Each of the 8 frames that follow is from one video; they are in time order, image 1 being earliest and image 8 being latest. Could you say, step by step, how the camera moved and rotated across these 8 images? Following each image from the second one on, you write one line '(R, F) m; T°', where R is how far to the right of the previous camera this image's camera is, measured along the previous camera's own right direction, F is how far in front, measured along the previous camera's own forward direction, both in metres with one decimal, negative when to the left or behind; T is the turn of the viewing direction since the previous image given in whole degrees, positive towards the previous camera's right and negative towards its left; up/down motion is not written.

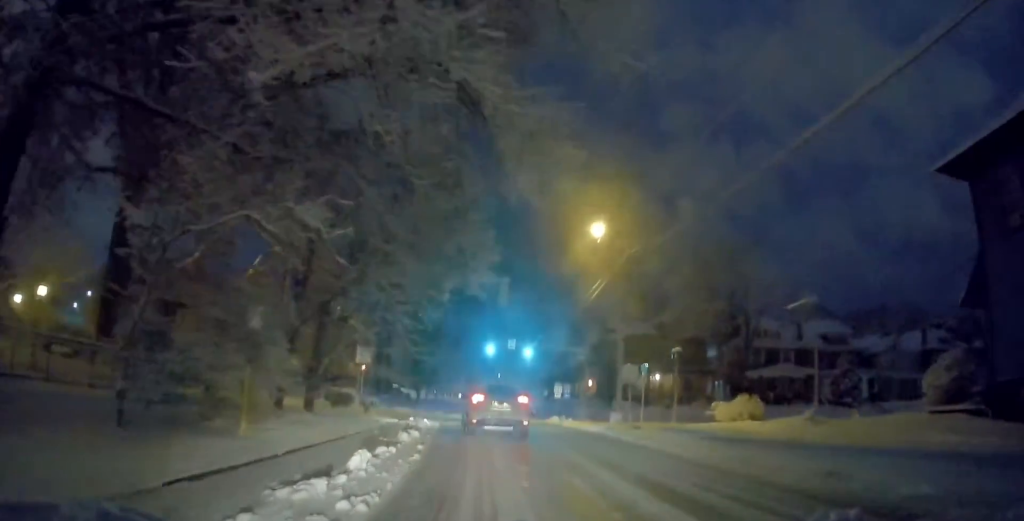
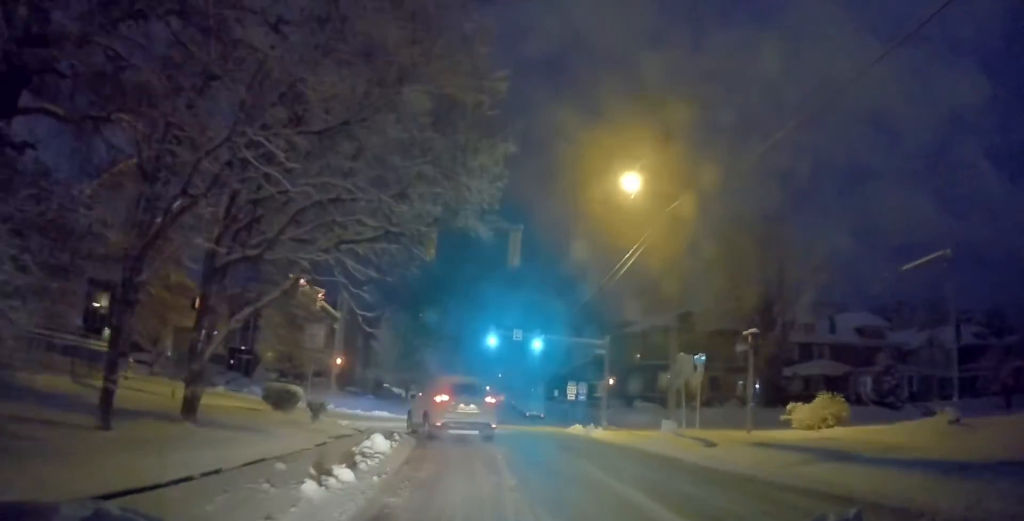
(+0.5, +7.9) m; -2°
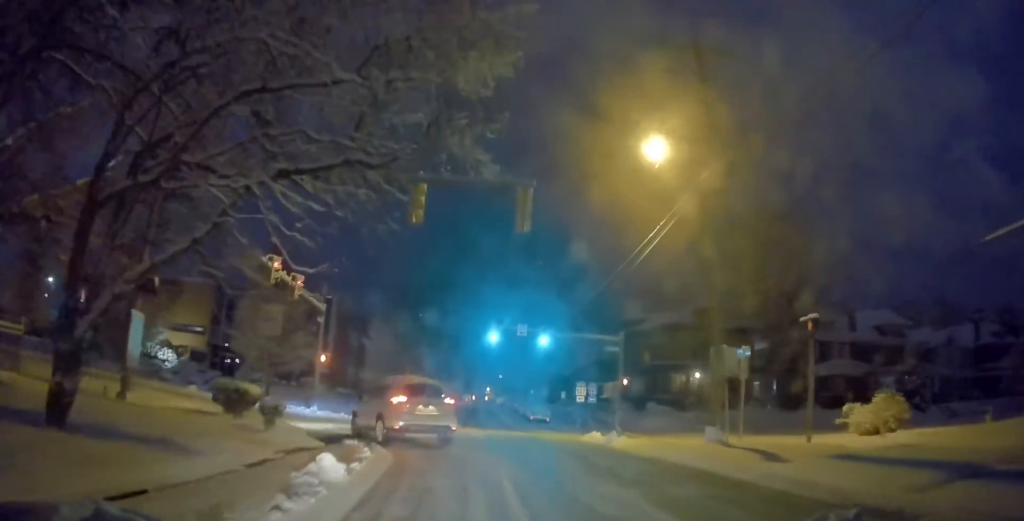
(-0.5, +4.0) m; -3°
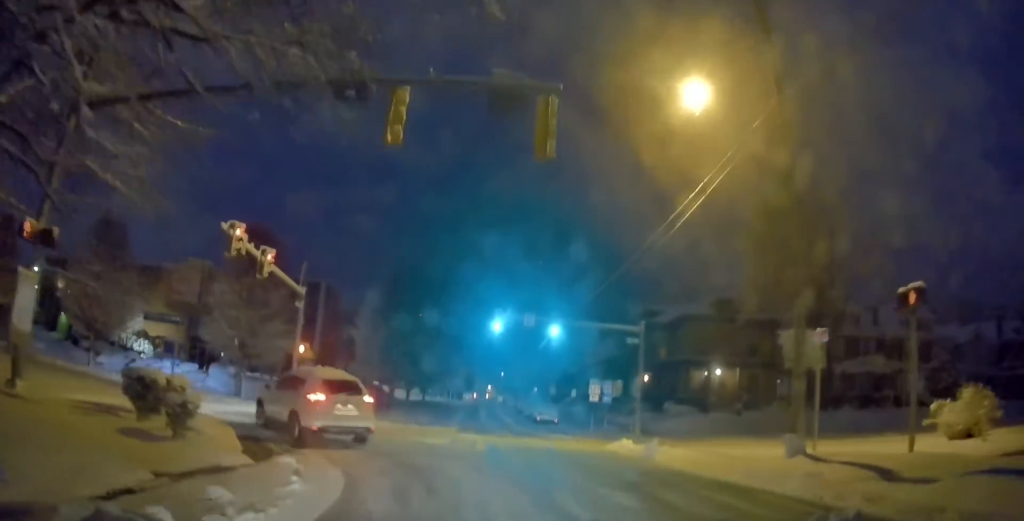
(+0.1, +4.5) m; -1°
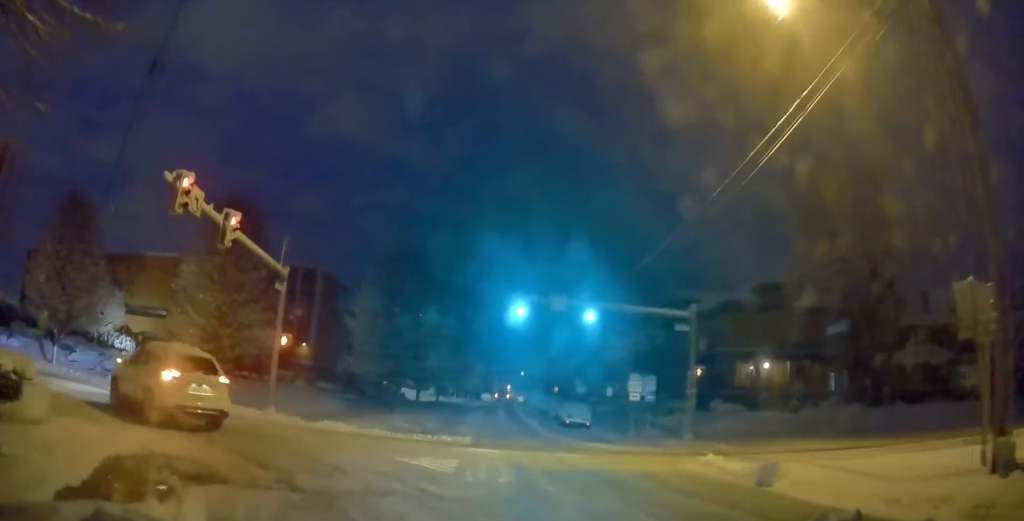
(-0.1, +5.6) m; +2°
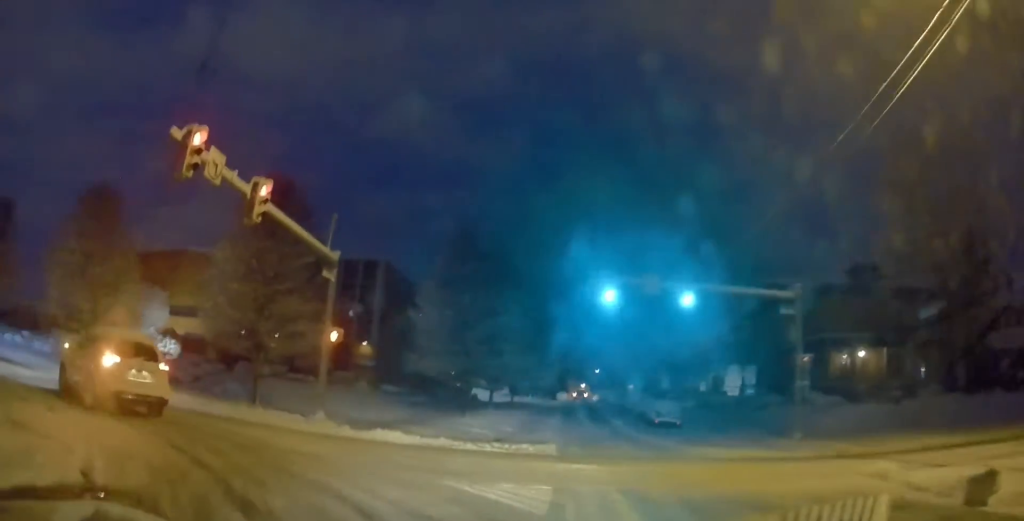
(0.0, +3.6) m; -2°
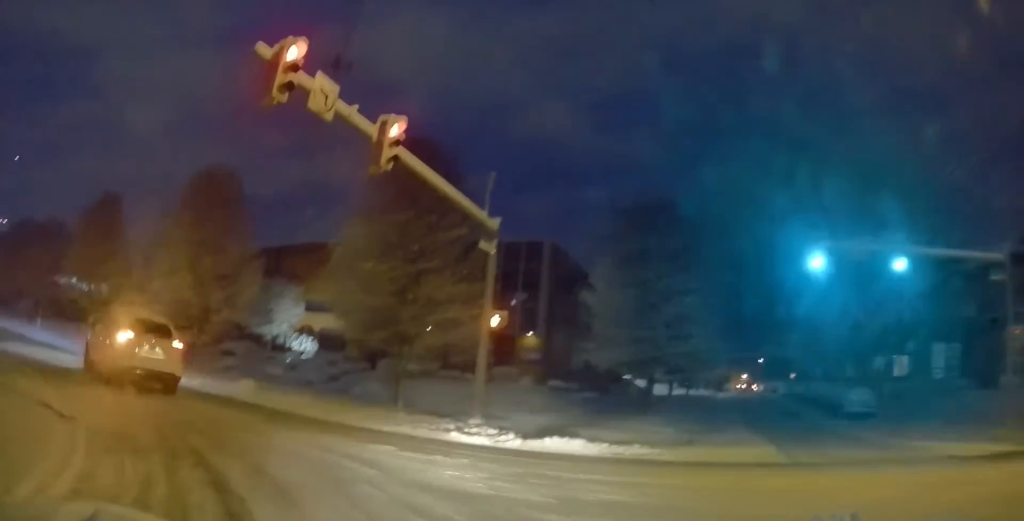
(+0.3, +3.9) m; -11°
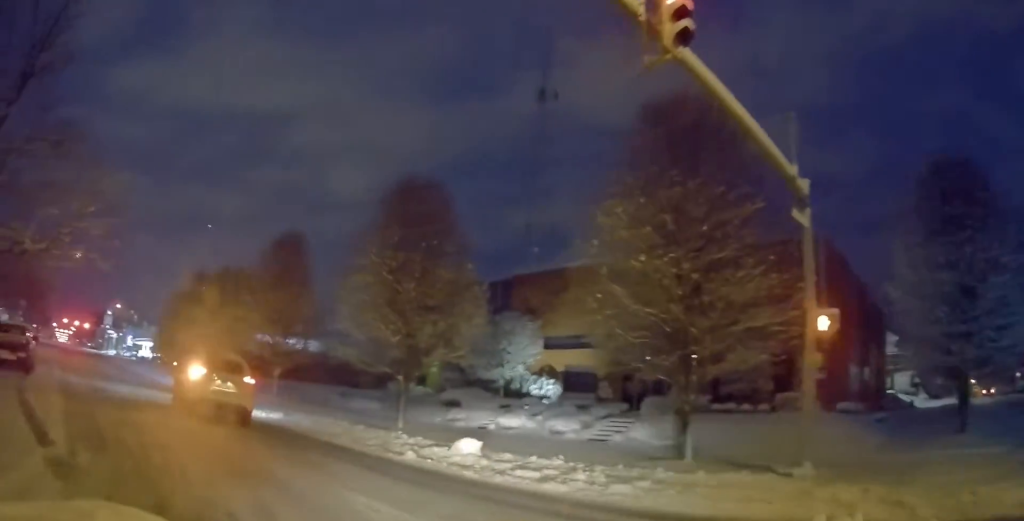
(-1.8, +5.5) m; -28°
